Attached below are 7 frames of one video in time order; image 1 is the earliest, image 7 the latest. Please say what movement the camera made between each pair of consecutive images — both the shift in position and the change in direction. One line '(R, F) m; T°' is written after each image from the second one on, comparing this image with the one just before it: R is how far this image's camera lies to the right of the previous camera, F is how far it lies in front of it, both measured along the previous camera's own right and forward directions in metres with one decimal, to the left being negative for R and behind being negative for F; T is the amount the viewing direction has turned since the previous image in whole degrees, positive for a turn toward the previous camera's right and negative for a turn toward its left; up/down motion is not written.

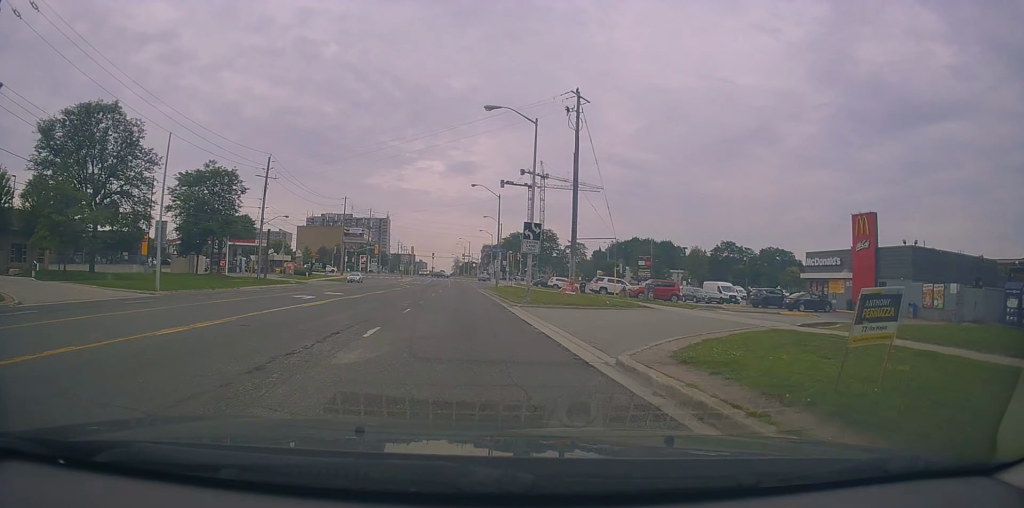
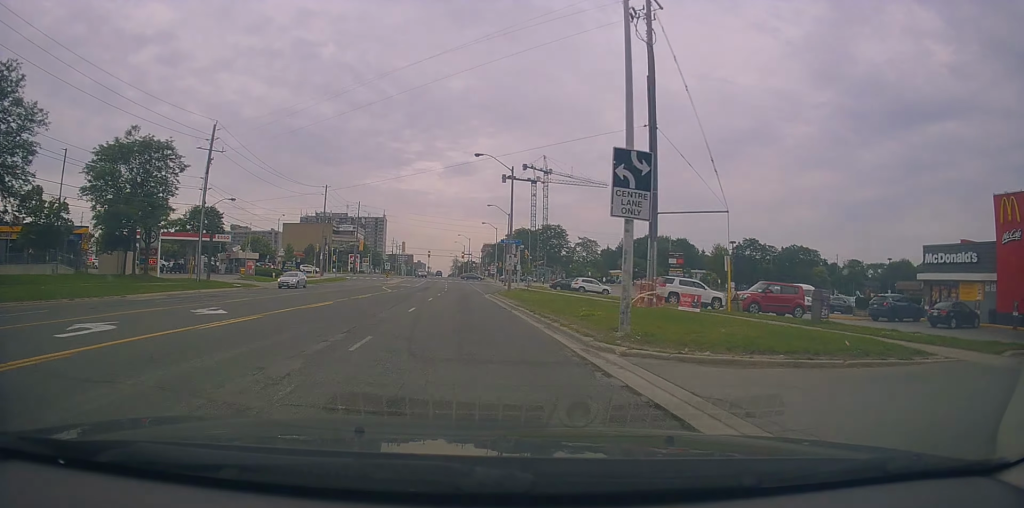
(-0.8, +16.1) m; -3°
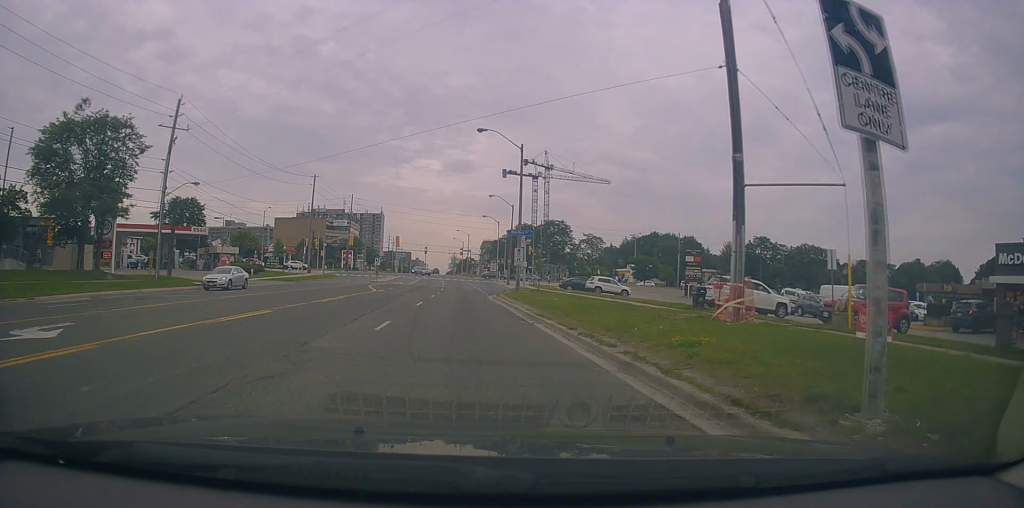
(+0.1, +7.6) m; +2°
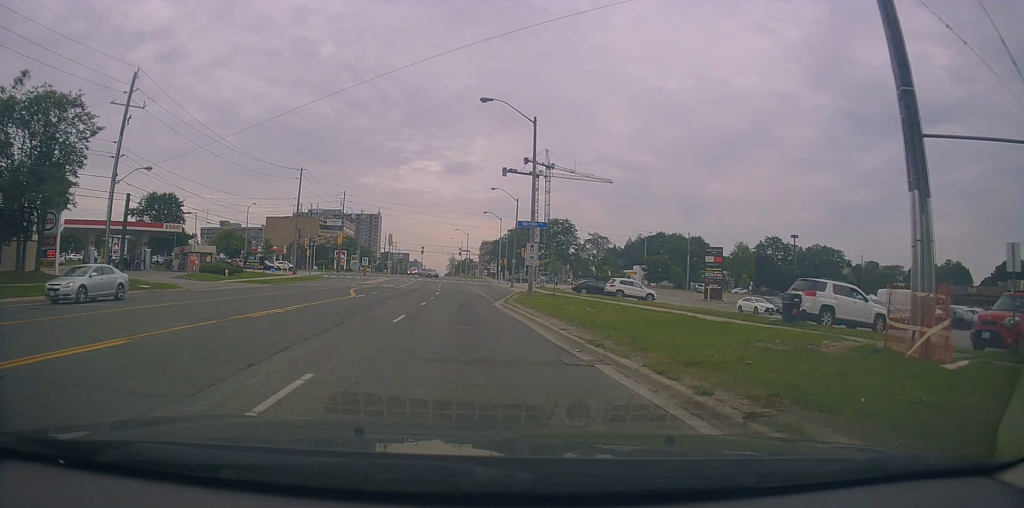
(0.0, +7.3) m; +2°
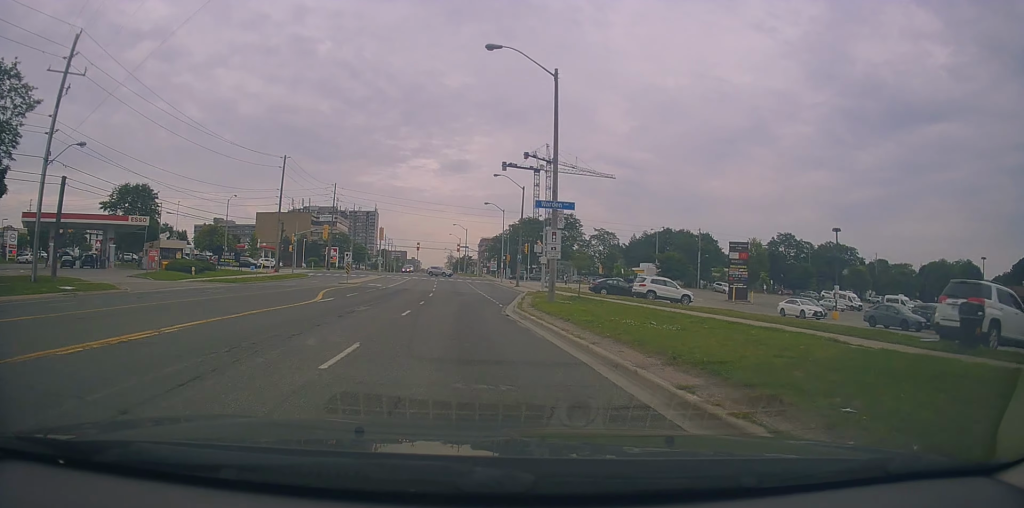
(+0.3, +7.8) m; +1°
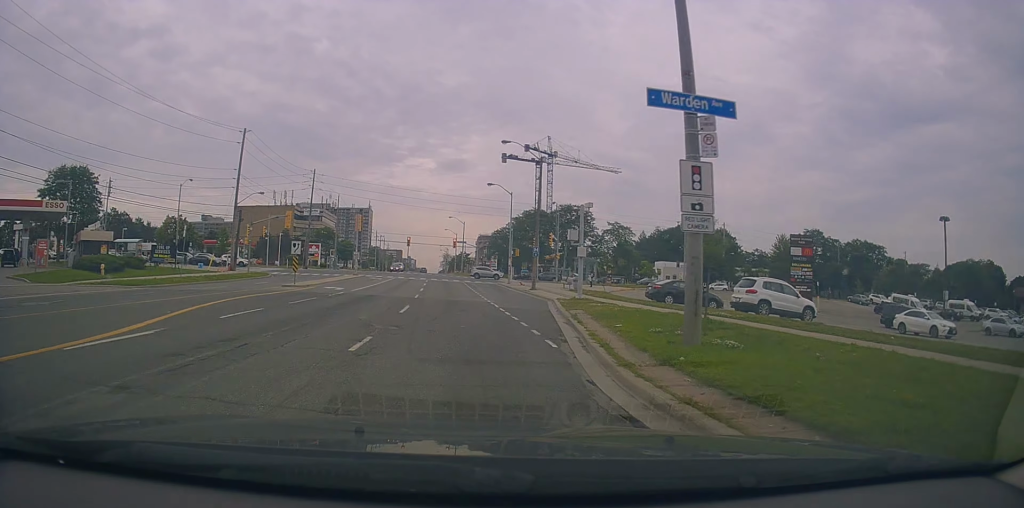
(+0.1, +14.6) m; +2°
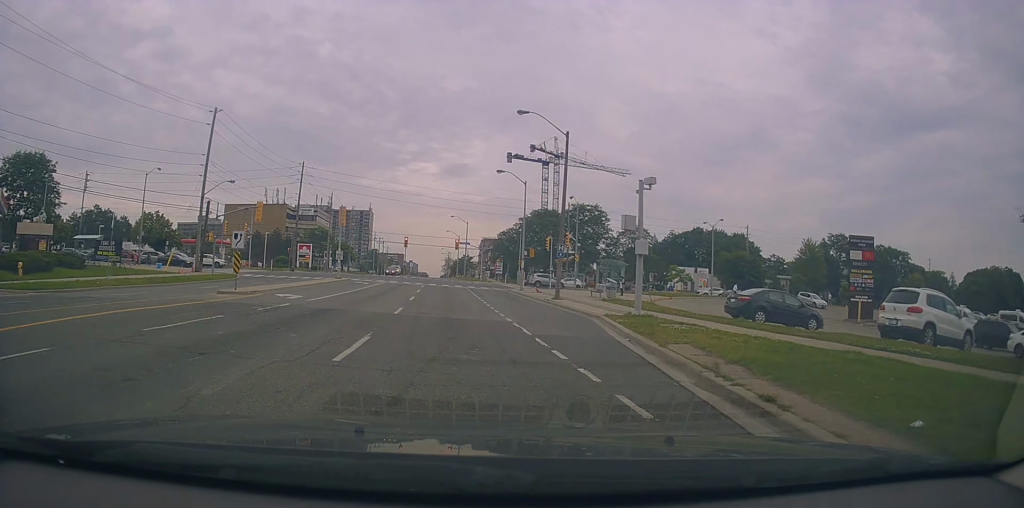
(+0.3, +9.8) m; -1°
